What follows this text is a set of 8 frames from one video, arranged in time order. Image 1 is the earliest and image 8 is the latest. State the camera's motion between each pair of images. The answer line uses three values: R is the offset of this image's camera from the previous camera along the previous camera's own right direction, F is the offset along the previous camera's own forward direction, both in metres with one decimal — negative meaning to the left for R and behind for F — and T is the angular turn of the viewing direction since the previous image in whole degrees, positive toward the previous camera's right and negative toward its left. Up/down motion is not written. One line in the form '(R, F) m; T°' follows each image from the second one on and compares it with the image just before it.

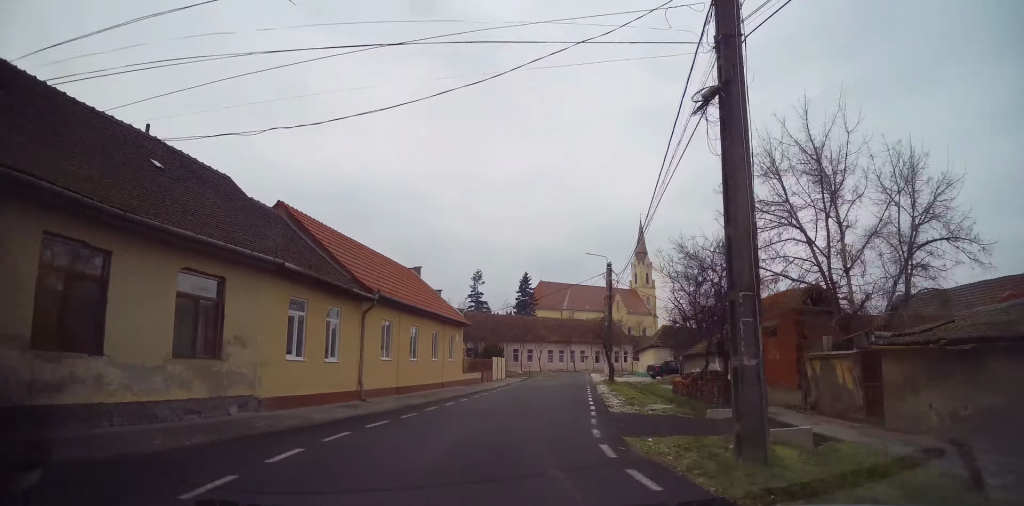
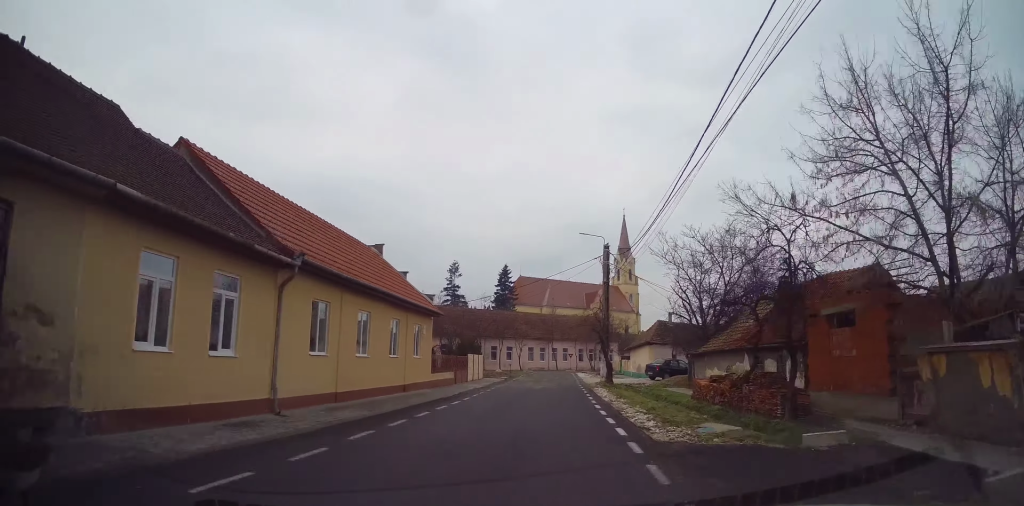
(0.0, +4.9) m; +1°
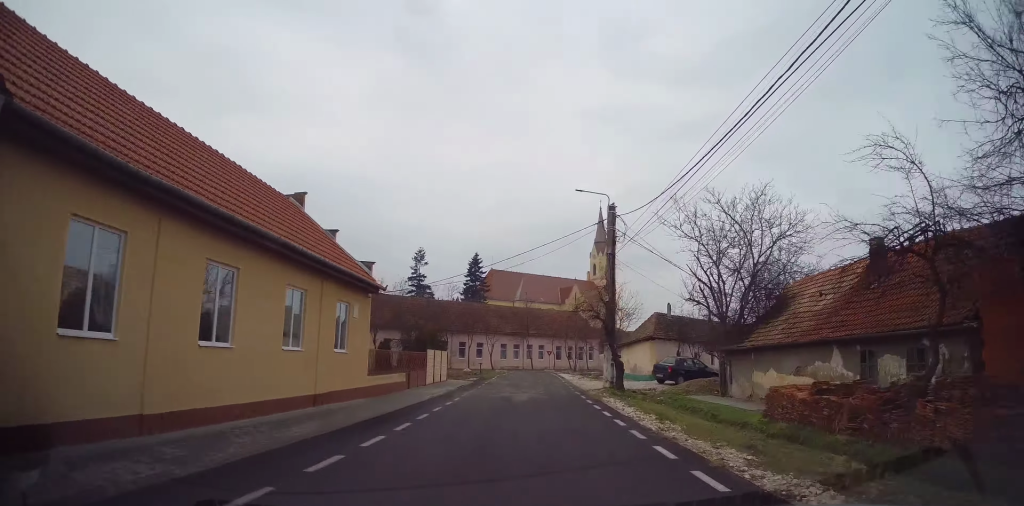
(0.0, +7.7) m; +1°
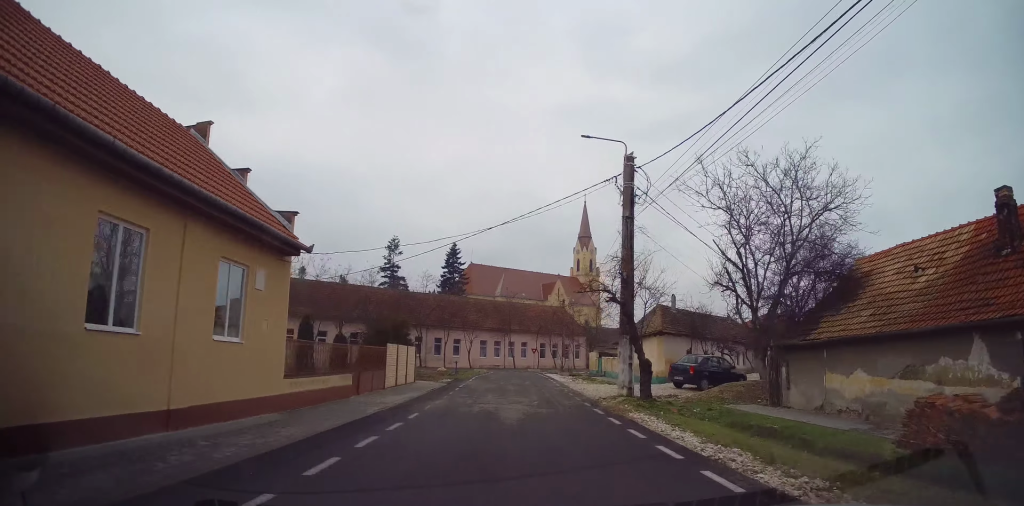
(0.0, +5.8) m; +1°
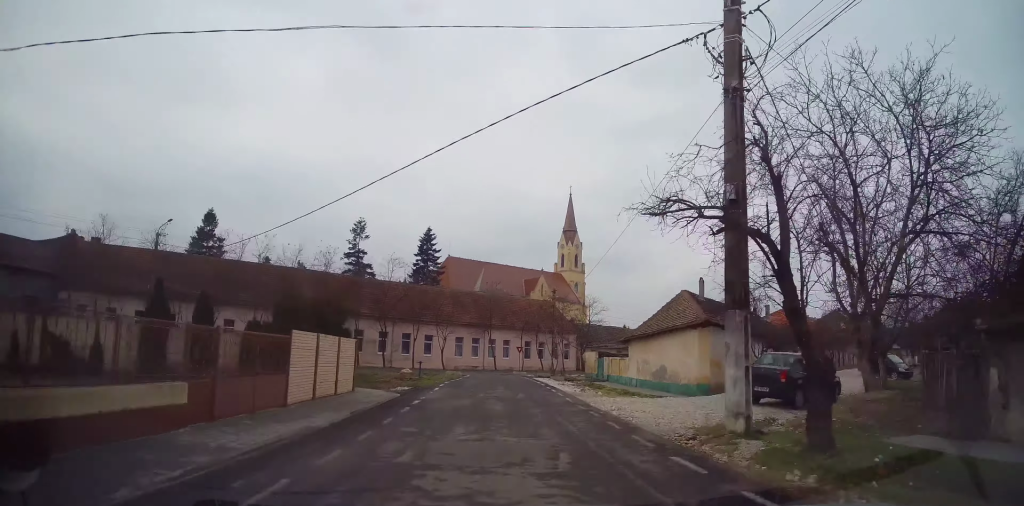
(+0.3, +8.6) m; +5°
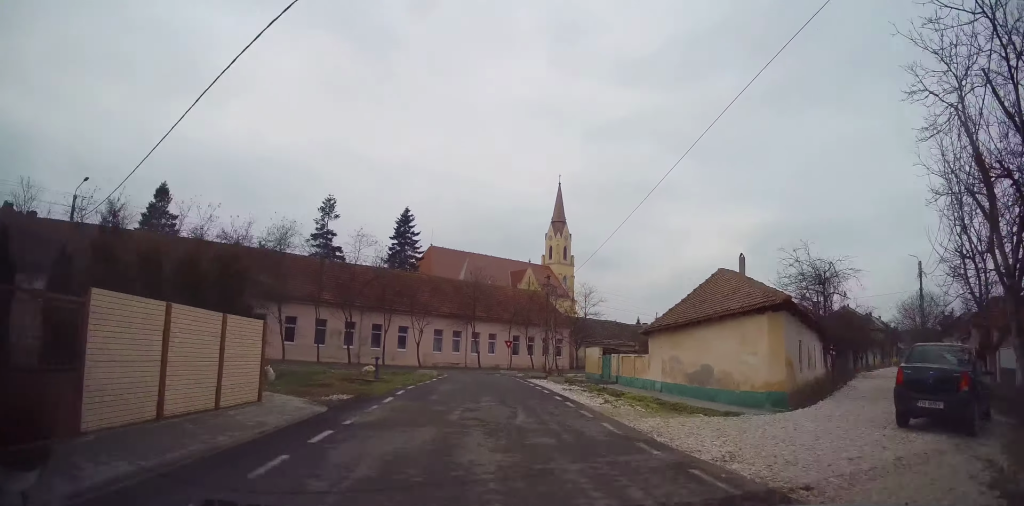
(+0.3, +6.9) m; +2°
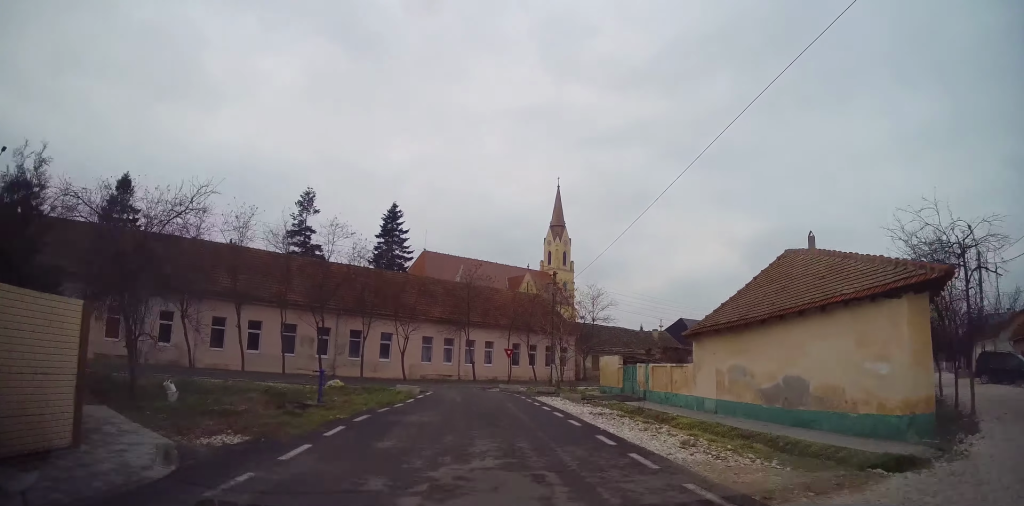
(0.0, +6.0) m; -3°
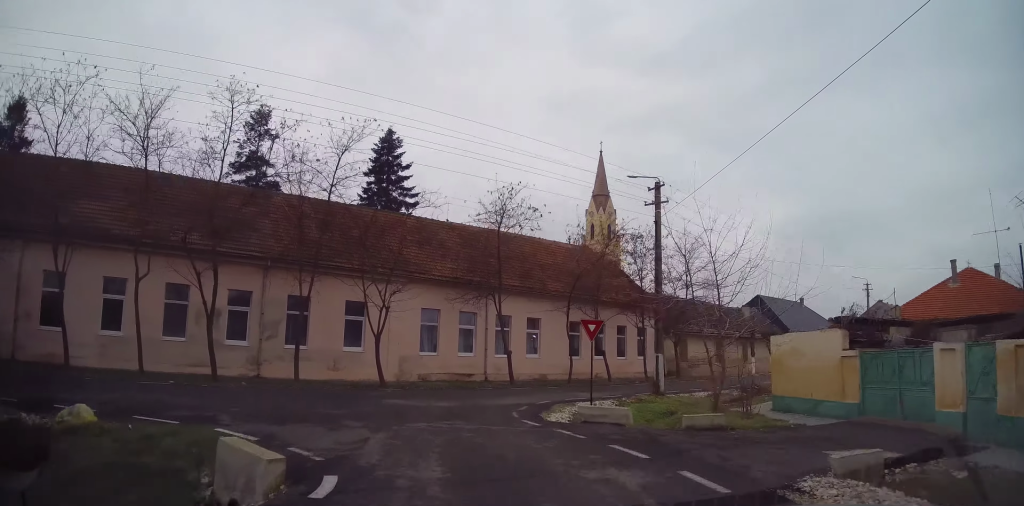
(-0.2, +17.5) m; -1°
